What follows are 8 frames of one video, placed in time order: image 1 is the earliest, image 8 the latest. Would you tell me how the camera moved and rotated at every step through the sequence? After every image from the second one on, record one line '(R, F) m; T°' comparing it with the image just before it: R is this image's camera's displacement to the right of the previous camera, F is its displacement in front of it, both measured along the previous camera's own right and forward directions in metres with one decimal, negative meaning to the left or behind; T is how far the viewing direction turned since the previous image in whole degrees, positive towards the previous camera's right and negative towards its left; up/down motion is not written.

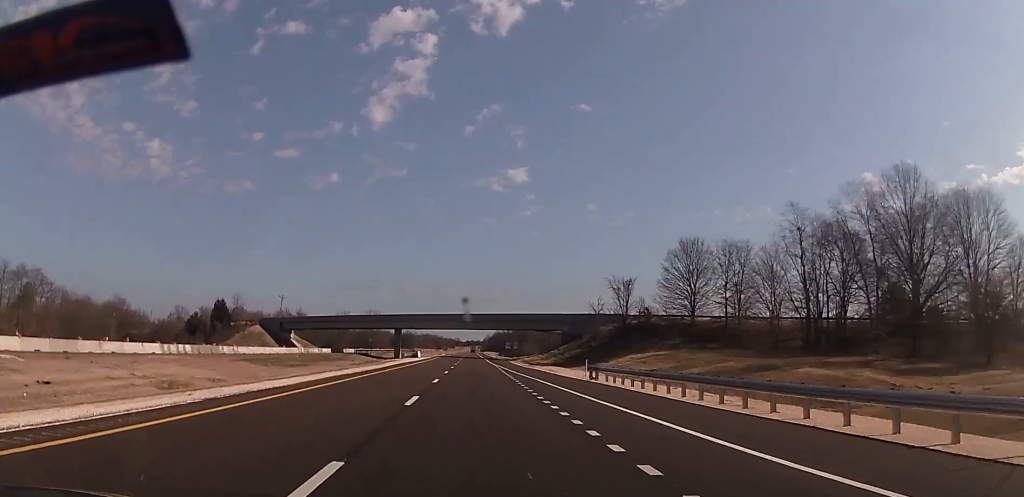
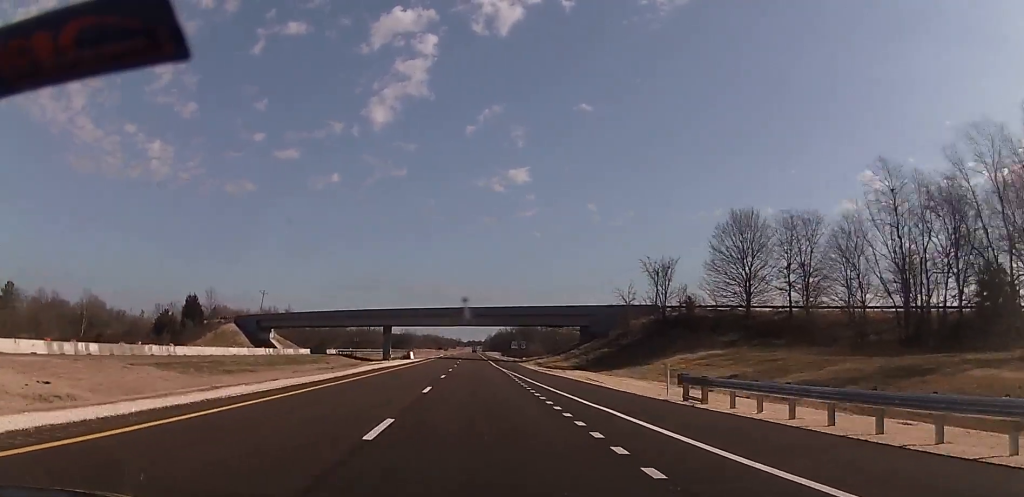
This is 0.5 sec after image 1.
(0.0, +19.1) m; 0°
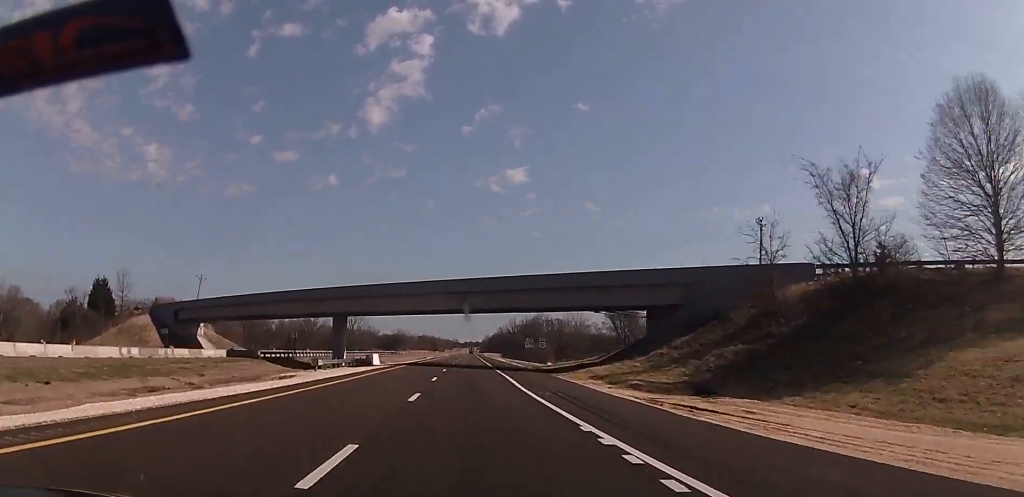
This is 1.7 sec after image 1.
(-0.3, +40.5) m; 0°
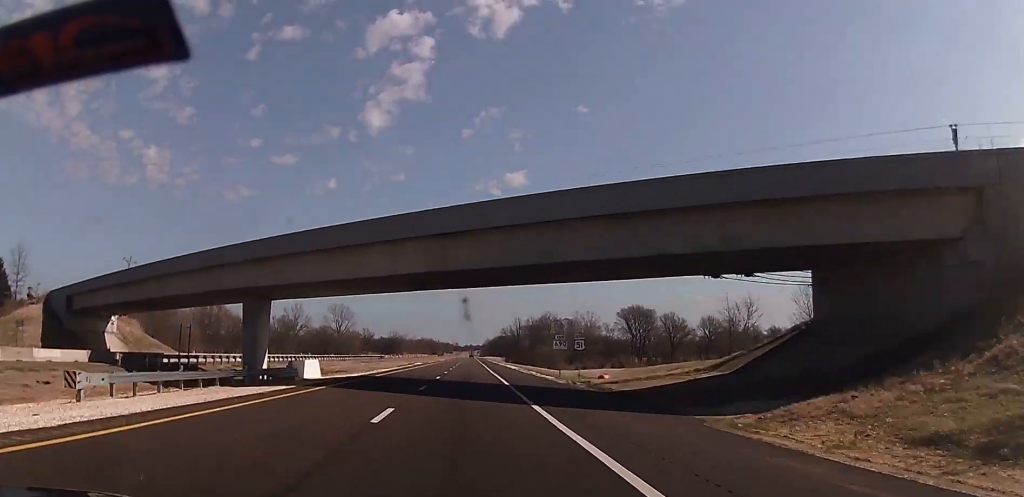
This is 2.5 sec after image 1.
(0.0, +30.9) m; 0°
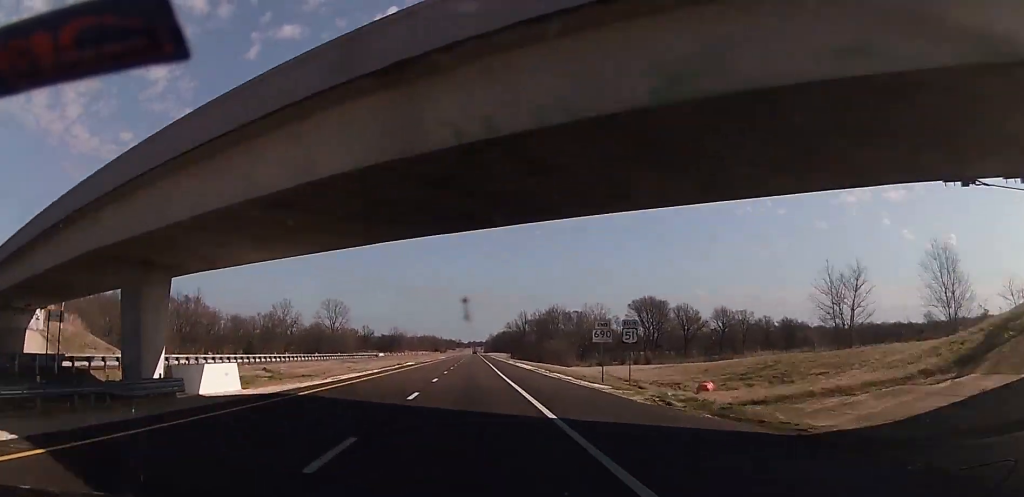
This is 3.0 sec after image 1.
(0.0, +17.7) m; 0°
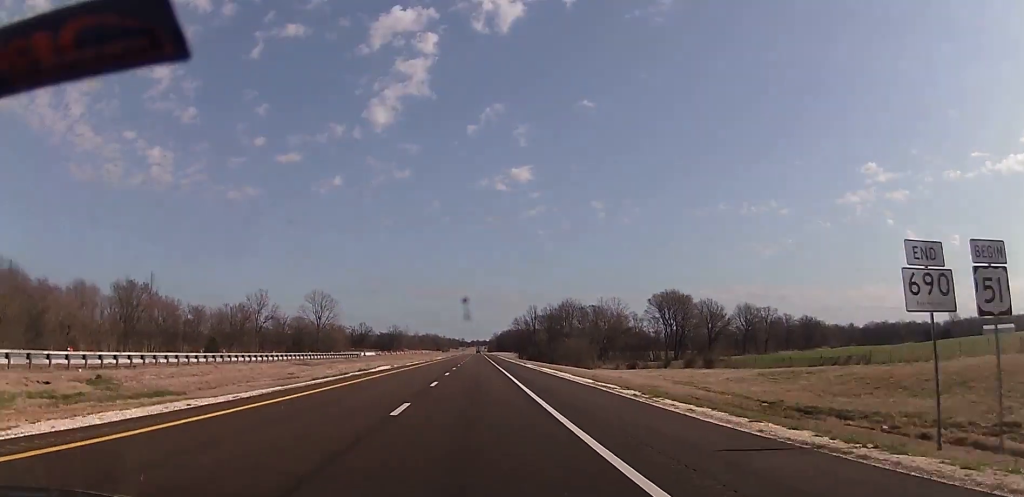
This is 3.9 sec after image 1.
(0.0, +29.5) m; -1°
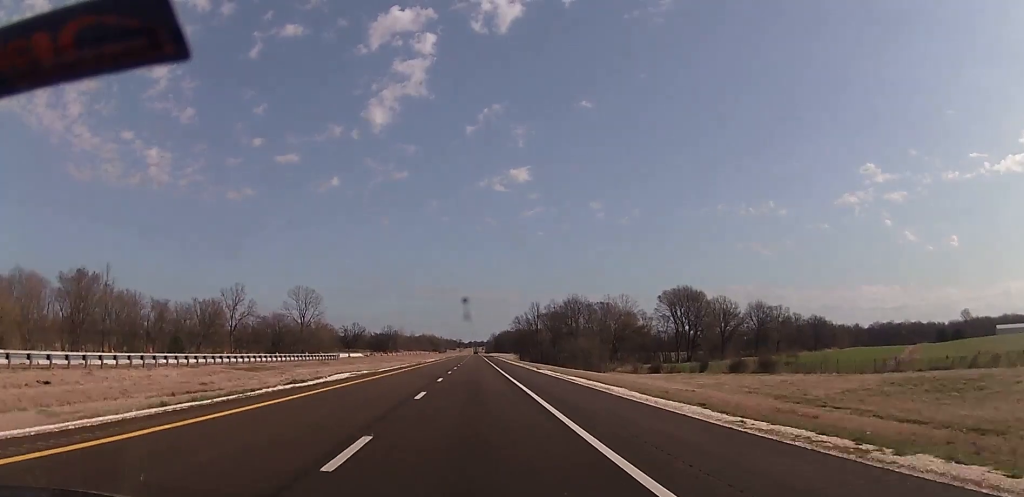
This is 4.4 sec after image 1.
(+0.2, +18.9) m; -1°
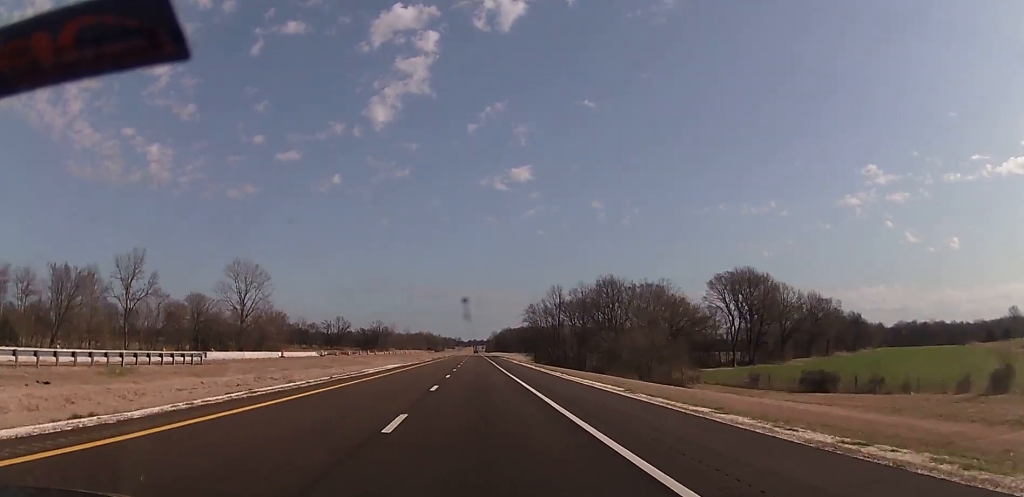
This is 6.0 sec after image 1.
(-0.3, +56.8) m; 0°
